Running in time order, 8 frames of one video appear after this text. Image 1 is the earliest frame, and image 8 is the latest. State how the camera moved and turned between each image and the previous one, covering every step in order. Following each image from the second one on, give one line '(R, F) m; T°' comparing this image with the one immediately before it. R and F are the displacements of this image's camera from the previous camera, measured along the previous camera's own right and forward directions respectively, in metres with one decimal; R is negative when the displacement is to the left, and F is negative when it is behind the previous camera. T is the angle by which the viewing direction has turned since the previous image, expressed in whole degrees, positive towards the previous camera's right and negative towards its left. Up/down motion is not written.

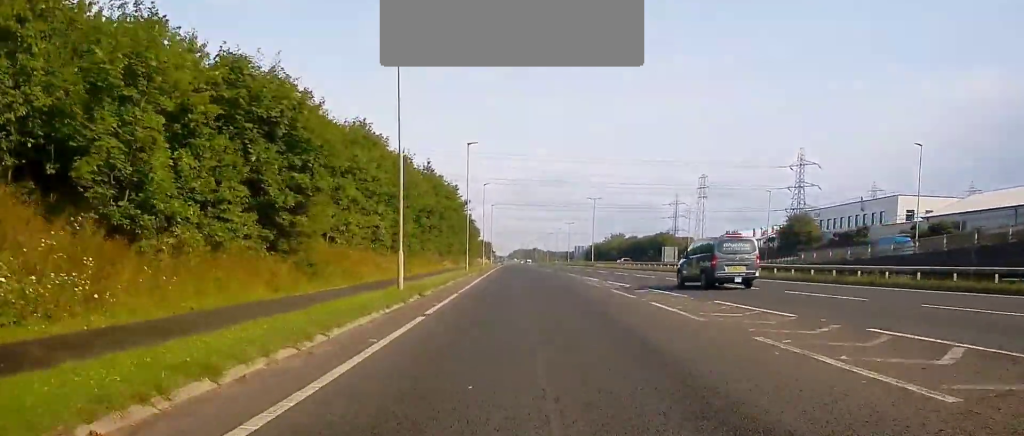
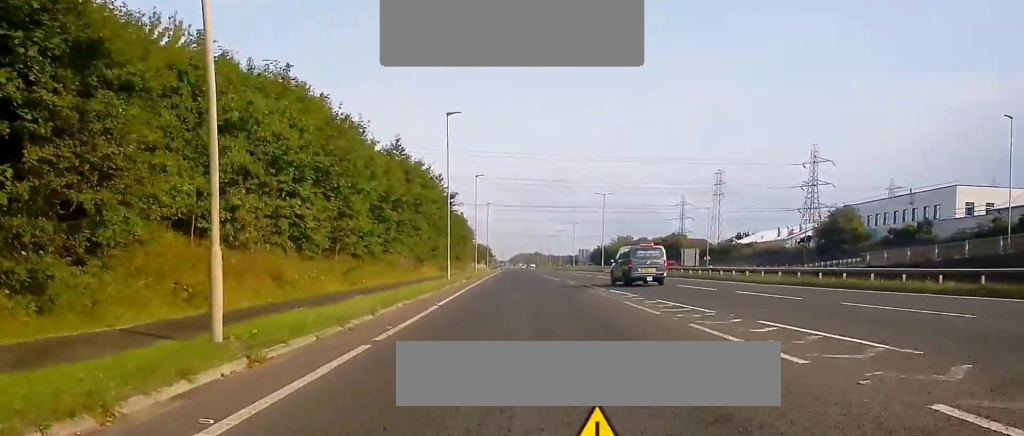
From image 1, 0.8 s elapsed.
(+0.1, +14.5) m; +1°
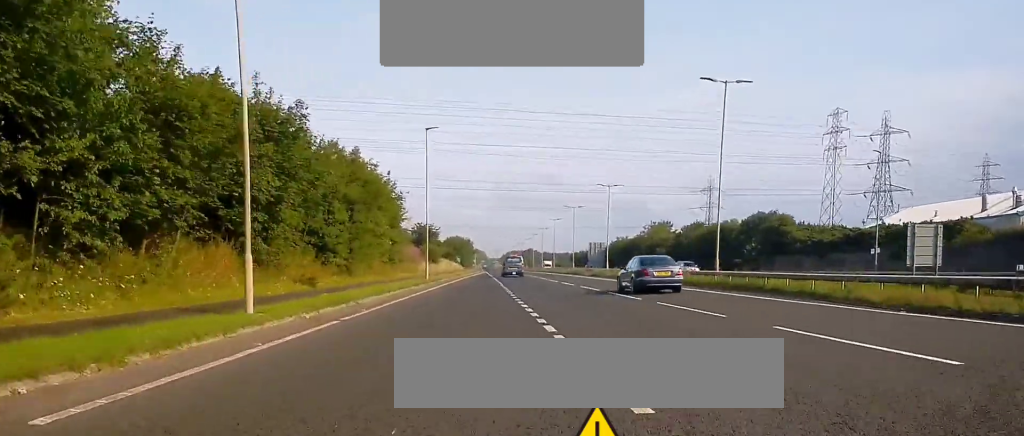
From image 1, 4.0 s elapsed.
(+0.2, +65.3) m; 0°
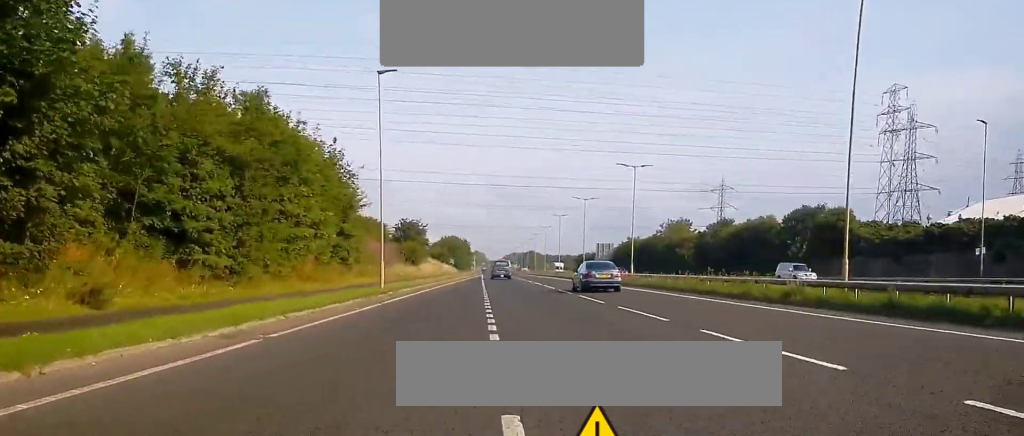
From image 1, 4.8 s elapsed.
(-0.1, +16.0) m; -1°
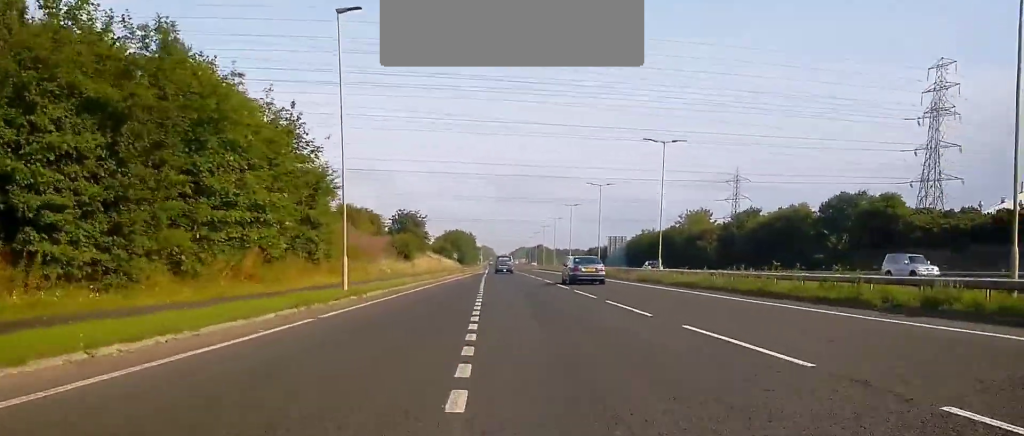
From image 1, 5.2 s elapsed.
(0.0, +8.5) m; 0°
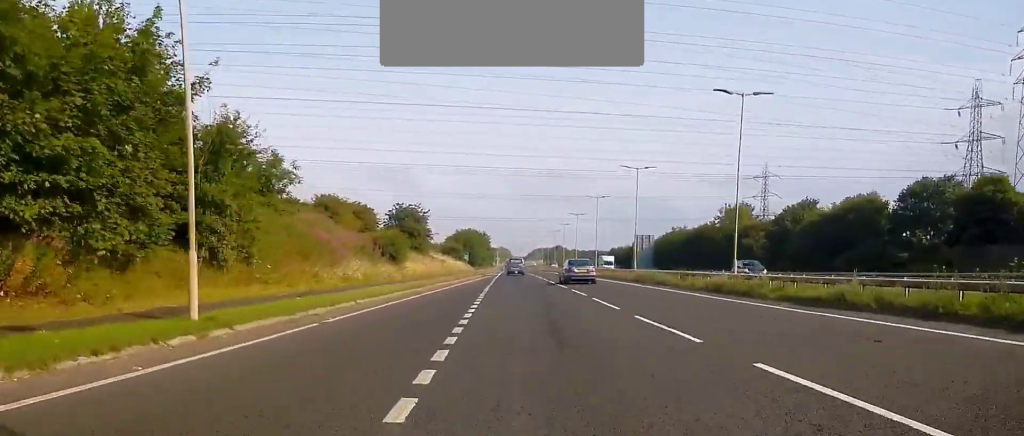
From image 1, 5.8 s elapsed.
(0.0, +14.0) m; 0°
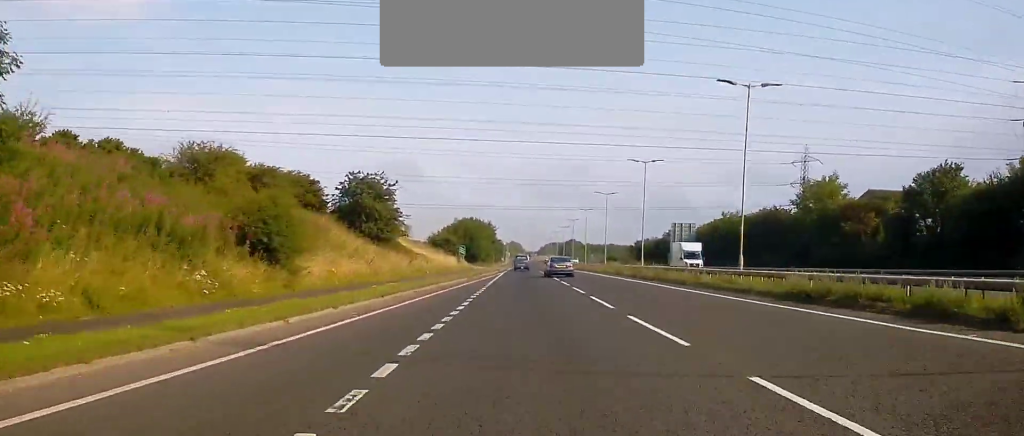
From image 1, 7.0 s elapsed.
(+0.1, +26.8) m; -1°
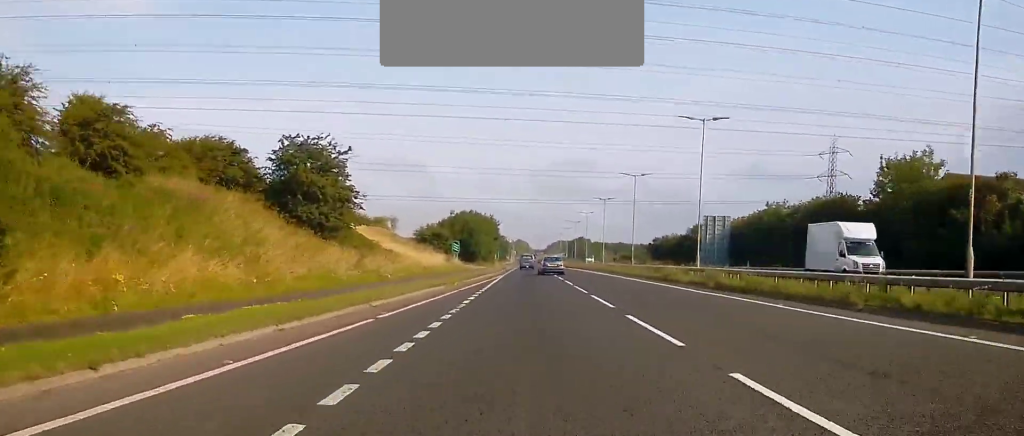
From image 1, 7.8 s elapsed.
(-0.3, +17.2) m; -1°
